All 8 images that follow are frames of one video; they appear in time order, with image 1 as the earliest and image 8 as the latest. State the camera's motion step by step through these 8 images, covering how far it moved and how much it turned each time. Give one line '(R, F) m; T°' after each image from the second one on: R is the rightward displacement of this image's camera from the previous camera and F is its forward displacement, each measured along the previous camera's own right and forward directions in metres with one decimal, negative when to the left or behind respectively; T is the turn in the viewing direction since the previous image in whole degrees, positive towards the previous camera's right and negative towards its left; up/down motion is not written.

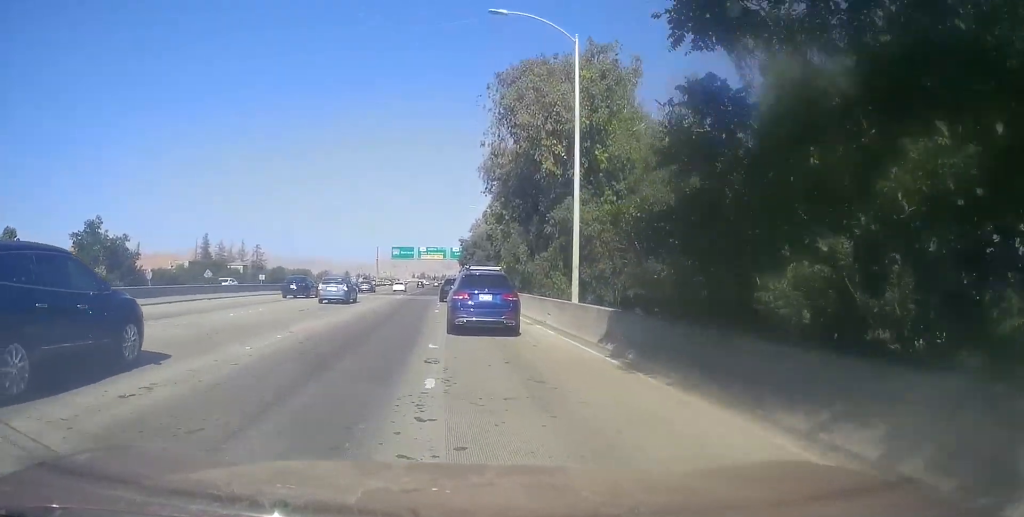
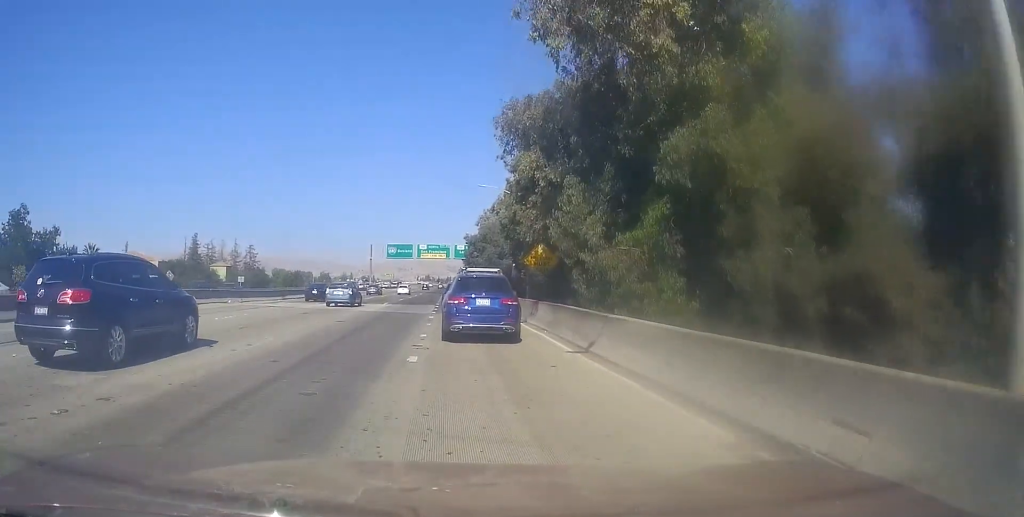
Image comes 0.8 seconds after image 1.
(-0.3, +16.2) m; +1°
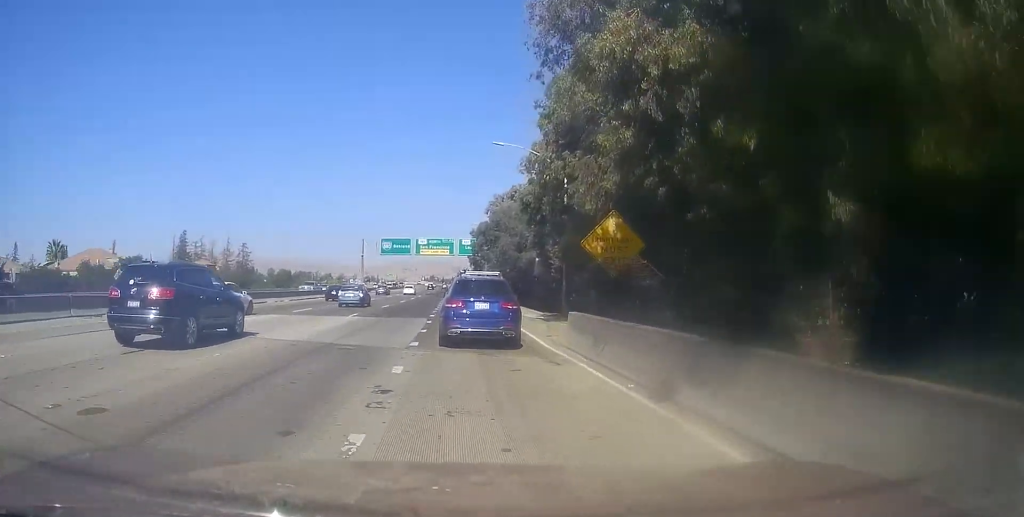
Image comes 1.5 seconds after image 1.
(+0.7, +15.6) m; 0°
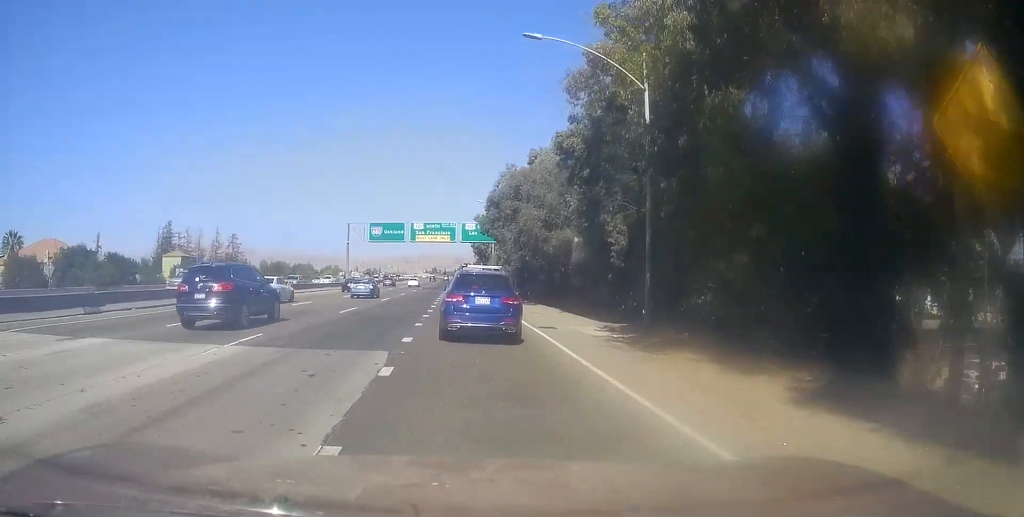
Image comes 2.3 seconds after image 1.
(-0.2, +15.6) m; -1°
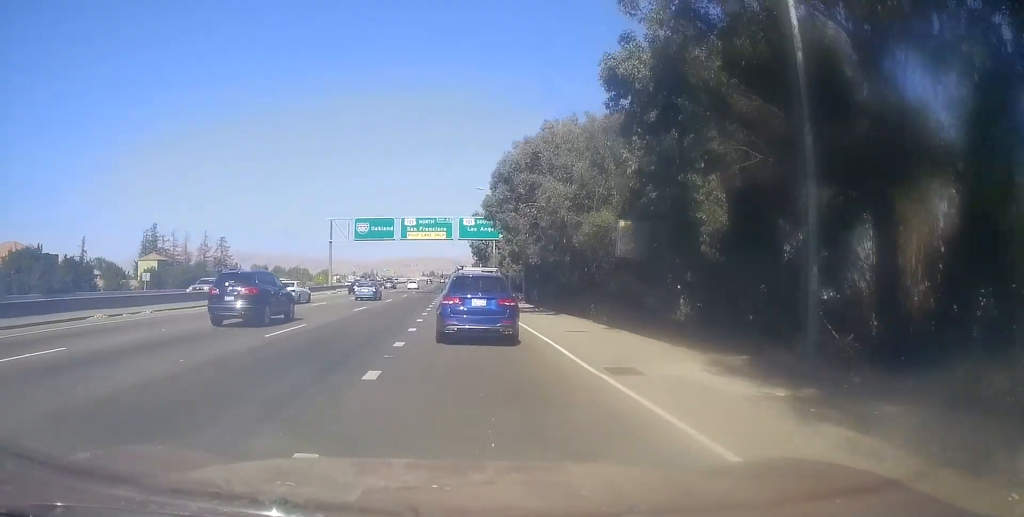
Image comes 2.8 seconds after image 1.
(-0.3, +10.4) m; -1°
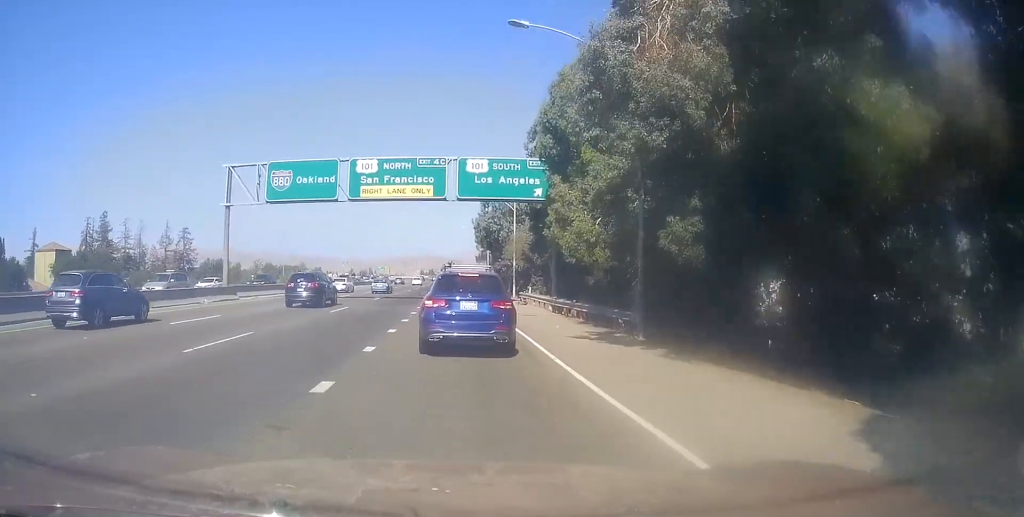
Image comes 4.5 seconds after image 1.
(0.0, +34.1) m; 0°
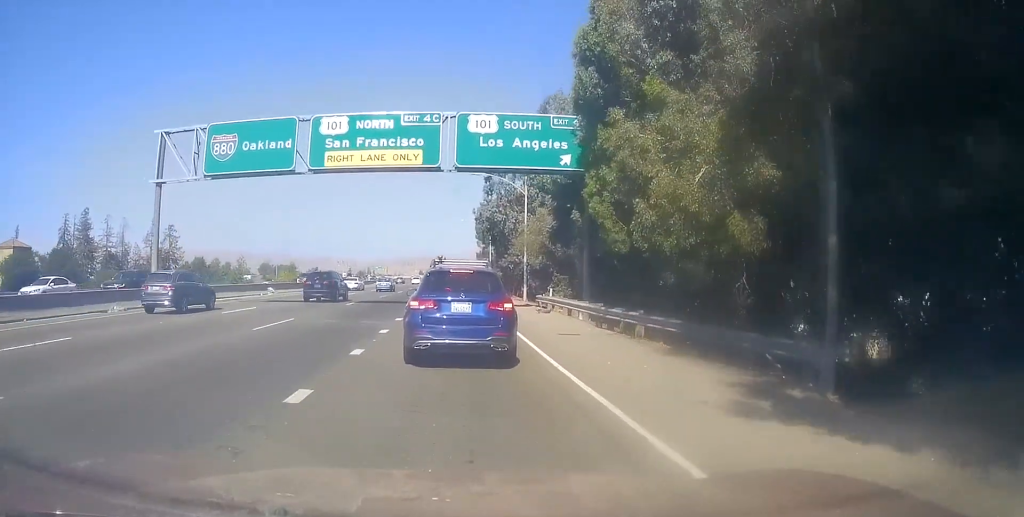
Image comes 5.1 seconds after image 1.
(0.0, +10.2) m; 0°
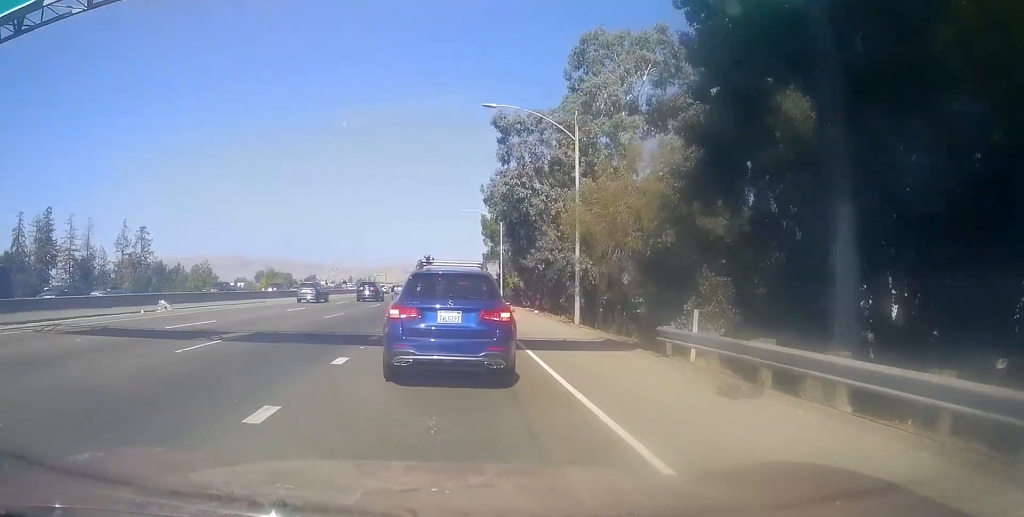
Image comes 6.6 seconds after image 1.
(+0.3, +25.3) m; +1°
